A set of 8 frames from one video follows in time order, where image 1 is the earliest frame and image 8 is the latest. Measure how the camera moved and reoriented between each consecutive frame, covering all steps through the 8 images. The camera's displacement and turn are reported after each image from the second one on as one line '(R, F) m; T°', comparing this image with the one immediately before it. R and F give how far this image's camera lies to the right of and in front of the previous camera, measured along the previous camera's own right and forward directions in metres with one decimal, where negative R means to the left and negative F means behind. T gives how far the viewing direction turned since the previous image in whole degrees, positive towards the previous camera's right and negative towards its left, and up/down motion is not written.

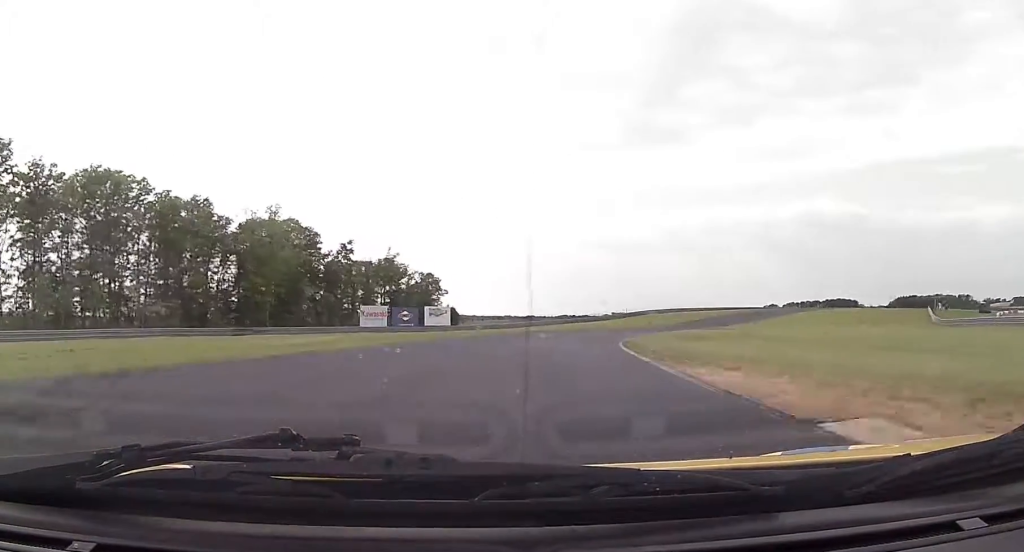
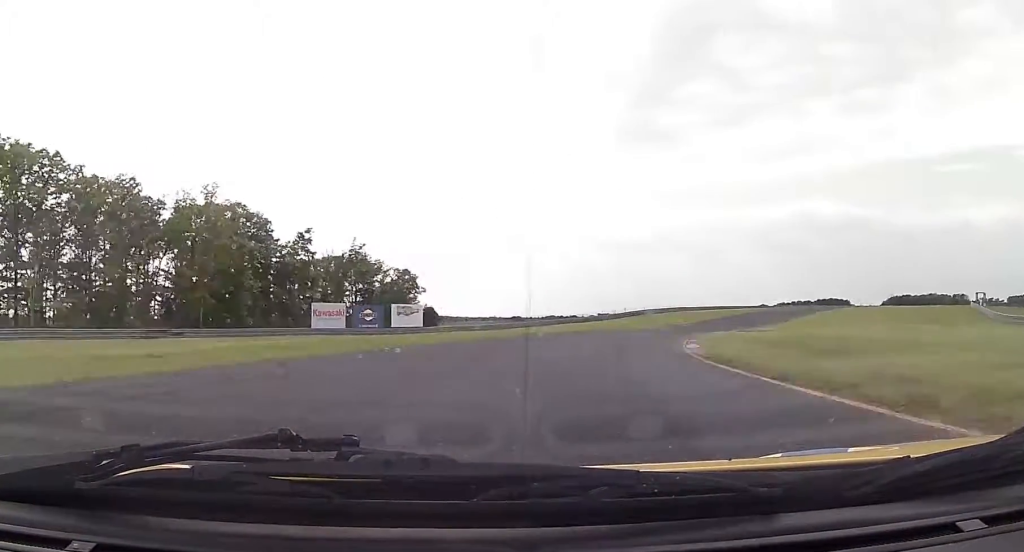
(-0.9, +18.3) m; -1°
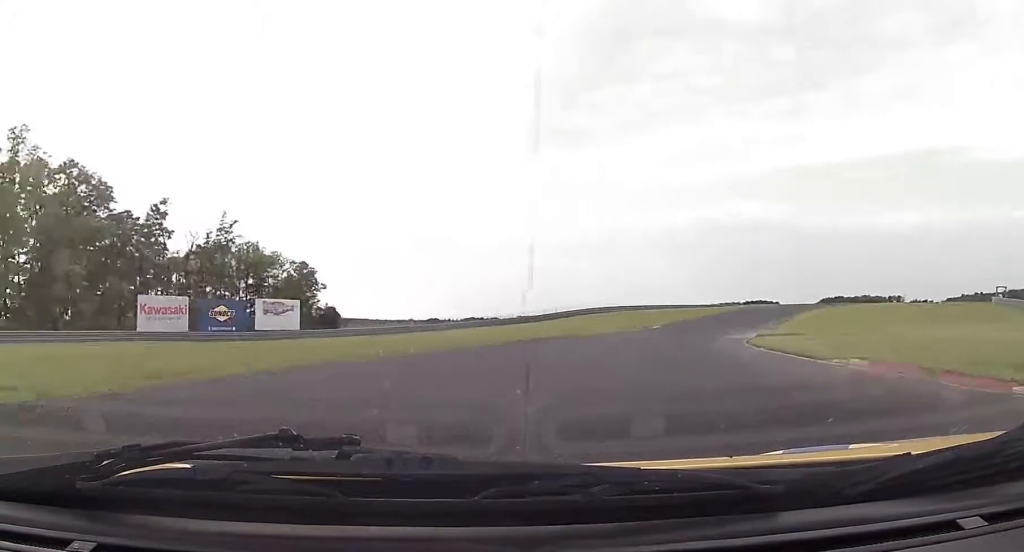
(-0.2, +25.8) m; +2°
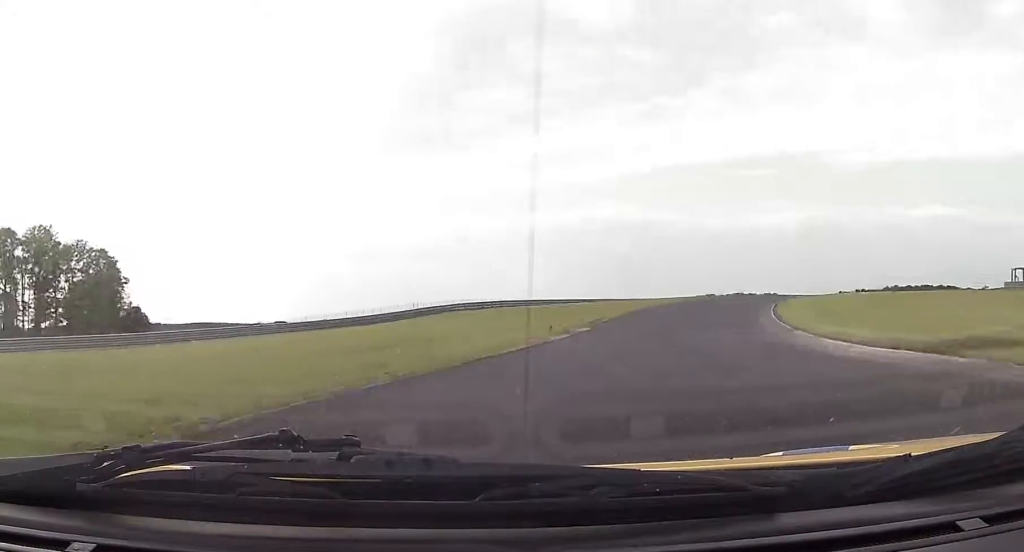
(+1.9, +32.2) m; +9°
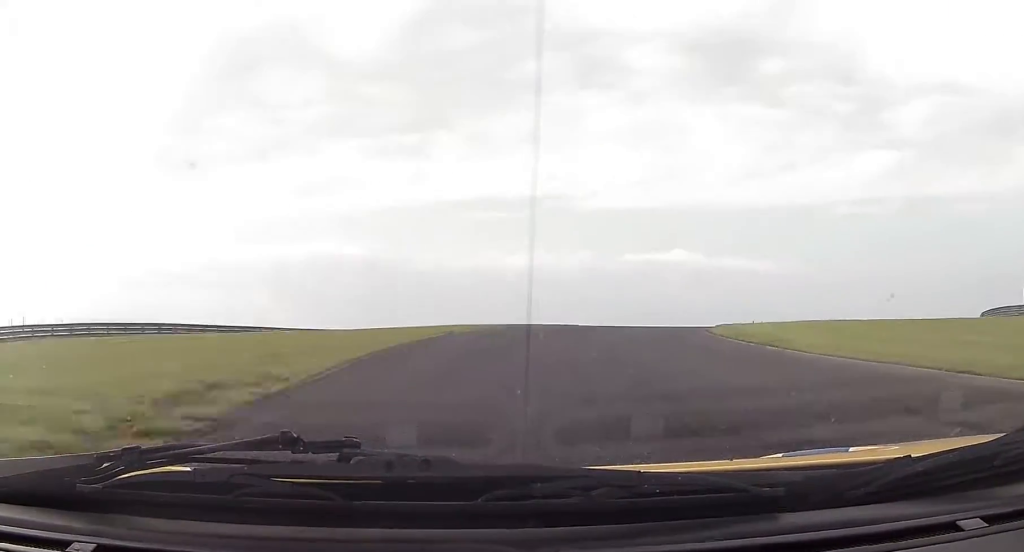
(+5.3, +39.0) m; +18°
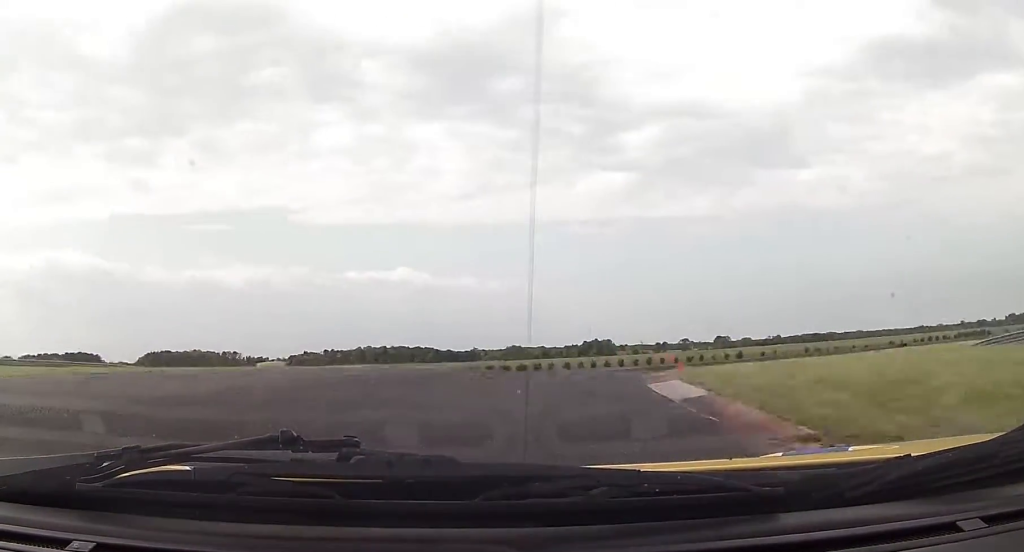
(+5.6, +35.6) m; +22°
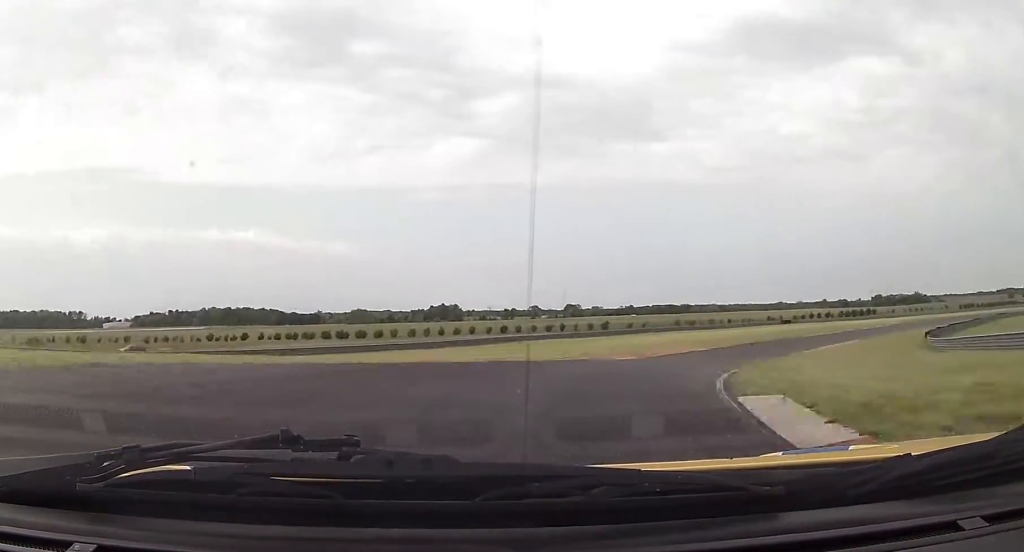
(+3.2, +19.0) m; +12°
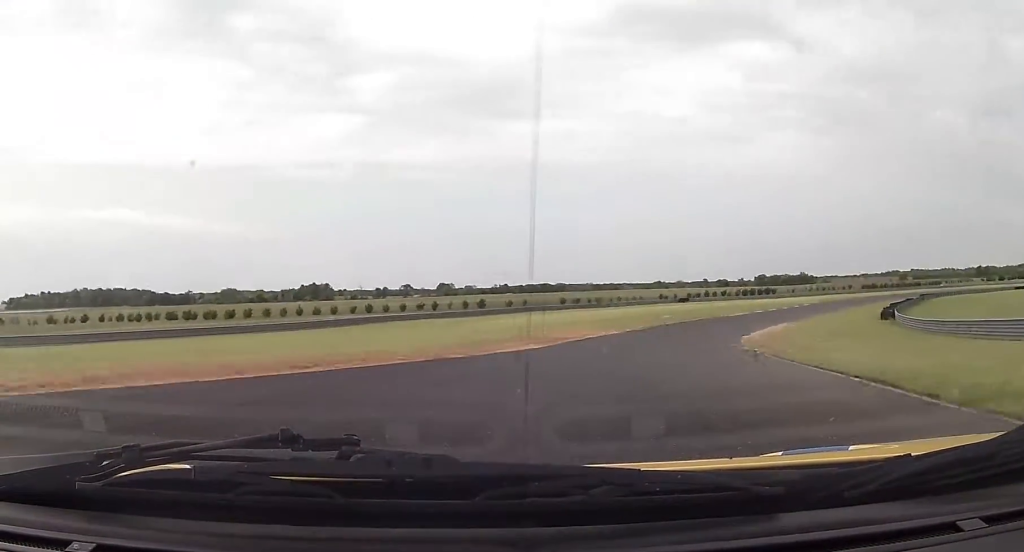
(+1.4, +17.2) m; +11°
